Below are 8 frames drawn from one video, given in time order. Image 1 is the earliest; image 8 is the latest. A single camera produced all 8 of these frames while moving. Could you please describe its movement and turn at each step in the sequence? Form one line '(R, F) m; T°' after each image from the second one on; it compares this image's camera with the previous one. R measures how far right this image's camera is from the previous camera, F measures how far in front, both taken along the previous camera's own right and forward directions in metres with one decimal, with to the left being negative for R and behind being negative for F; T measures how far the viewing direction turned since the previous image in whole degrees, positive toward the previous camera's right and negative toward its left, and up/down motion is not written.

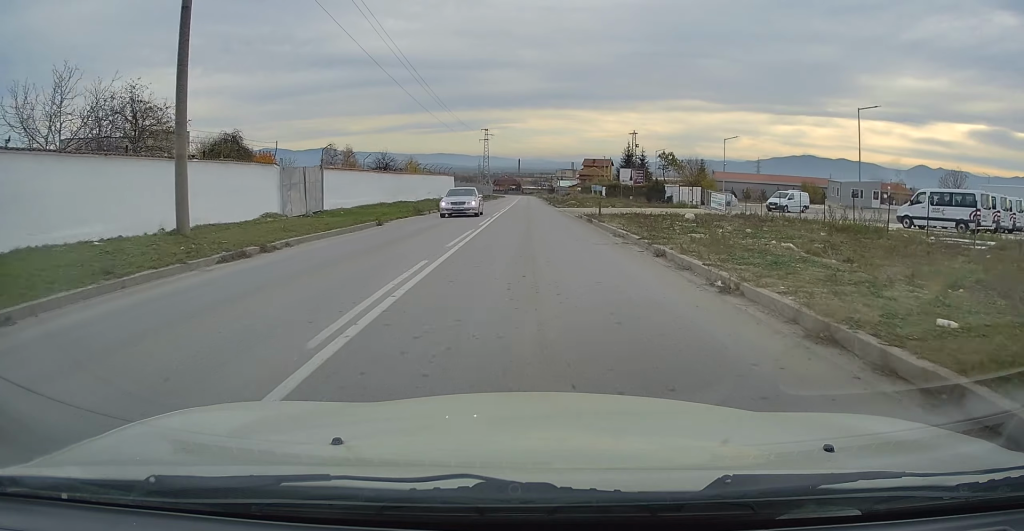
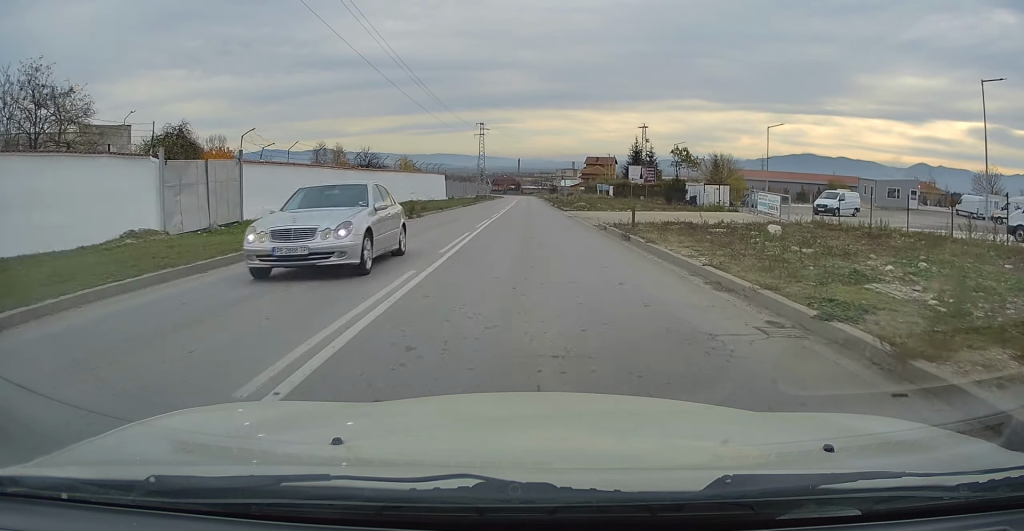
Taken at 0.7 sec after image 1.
(0.0, +10.0) m; 0°
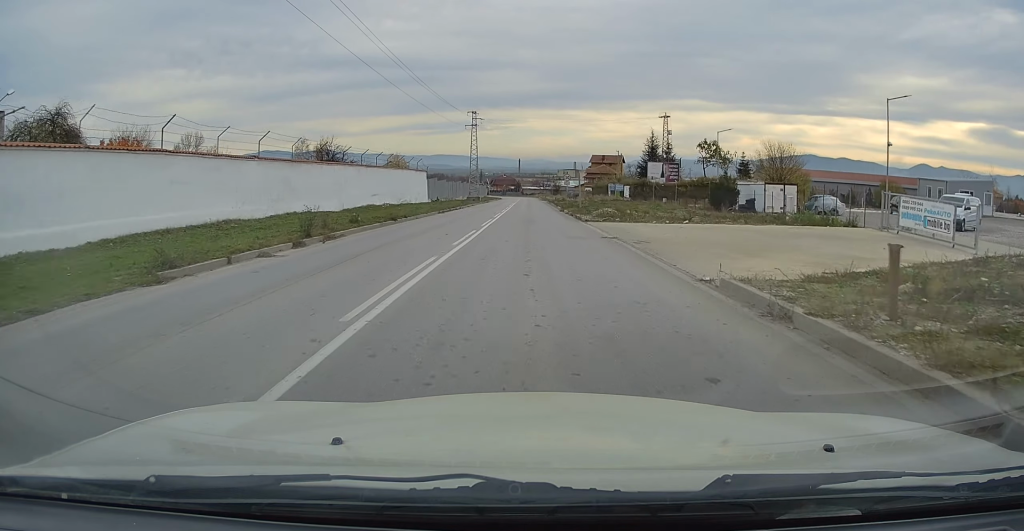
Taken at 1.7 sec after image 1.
(0.0, +15.5) m; 0°
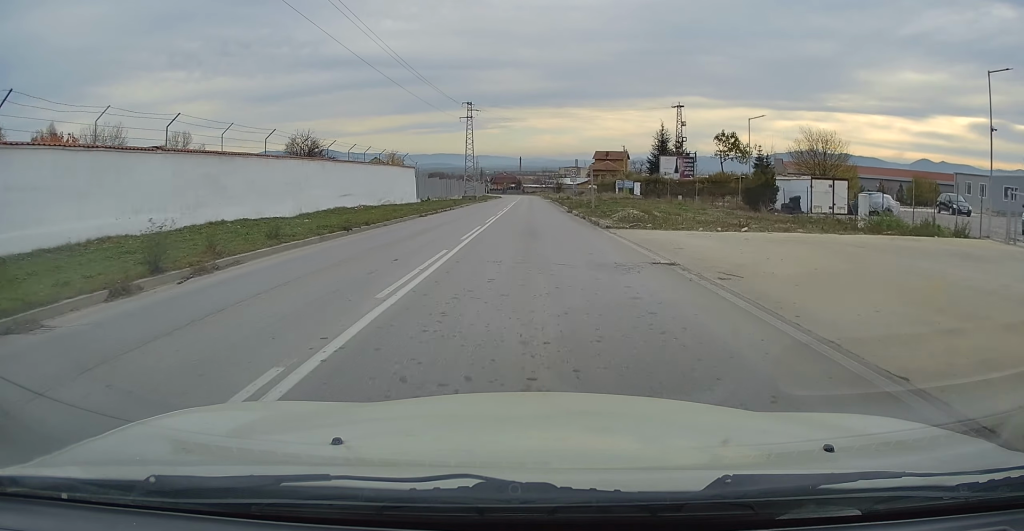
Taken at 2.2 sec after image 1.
(0.0, +7.5) m; 0°
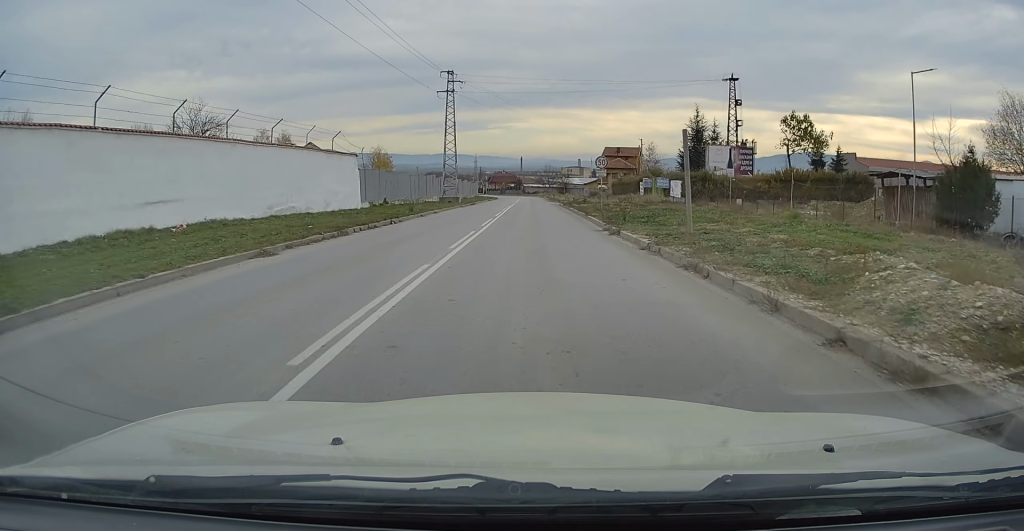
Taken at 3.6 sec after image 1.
(0.0, +20.4) m; 0°
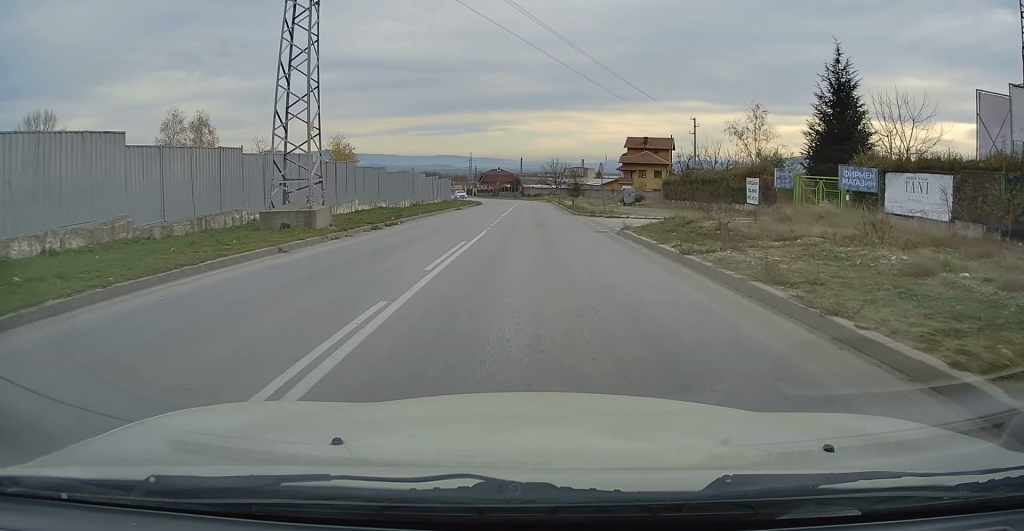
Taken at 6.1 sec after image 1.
(0.0, +38.3) m; 0°
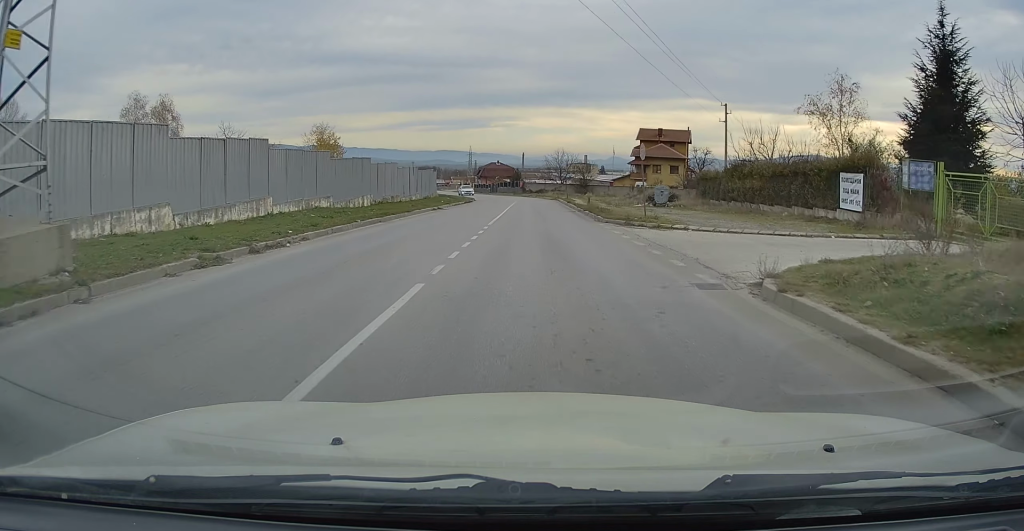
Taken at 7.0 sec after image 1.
(0.0, +12.4) m; 0°
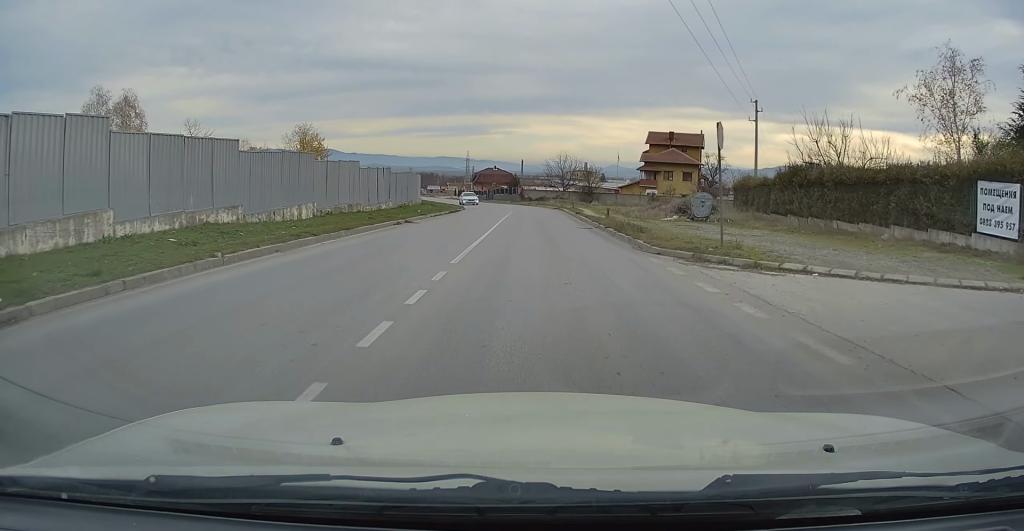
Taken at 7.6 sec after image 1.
(0.0, +9.9) m; 0°
